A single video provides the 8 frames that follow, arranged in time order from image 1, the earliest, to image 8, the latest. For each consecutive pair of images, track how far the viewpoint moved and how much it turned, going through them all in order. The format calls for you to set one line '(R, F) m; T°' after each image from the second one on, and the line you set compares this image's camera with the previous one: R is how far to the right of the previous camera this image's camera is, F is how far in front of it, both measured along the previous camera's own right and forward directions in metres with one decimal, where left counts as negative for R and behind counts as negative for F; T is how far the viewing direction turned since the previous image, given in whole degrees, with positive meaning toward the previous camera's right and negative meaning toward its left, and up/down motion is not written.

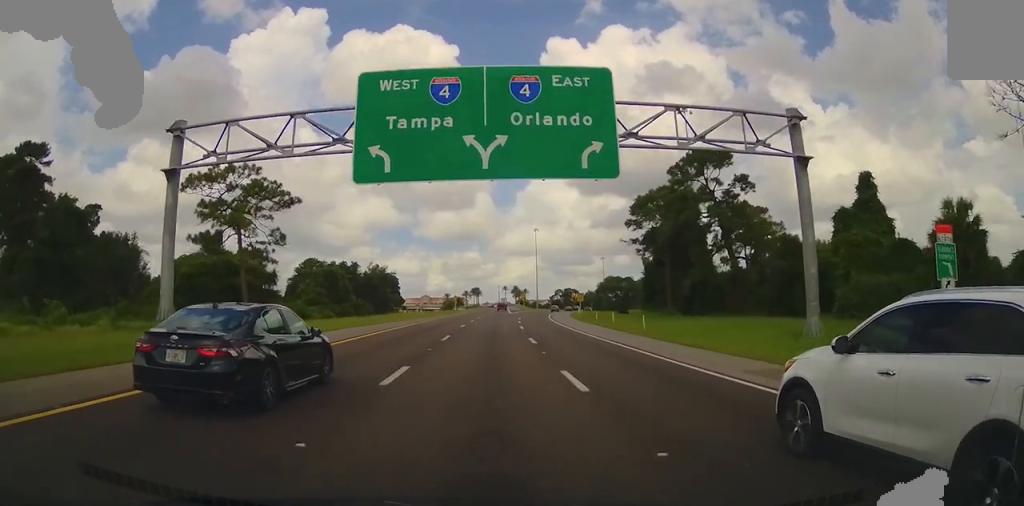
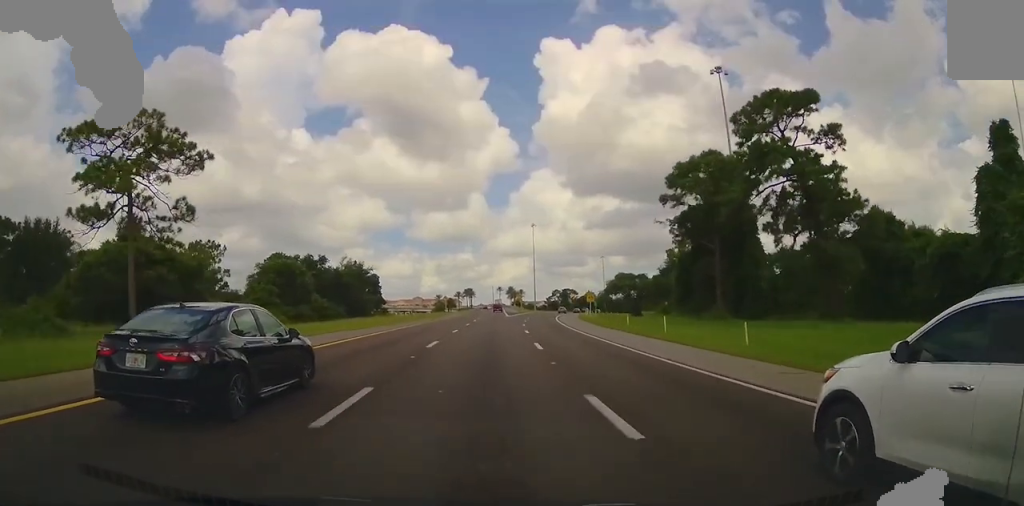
(+0.3, +16.5) m; 0°
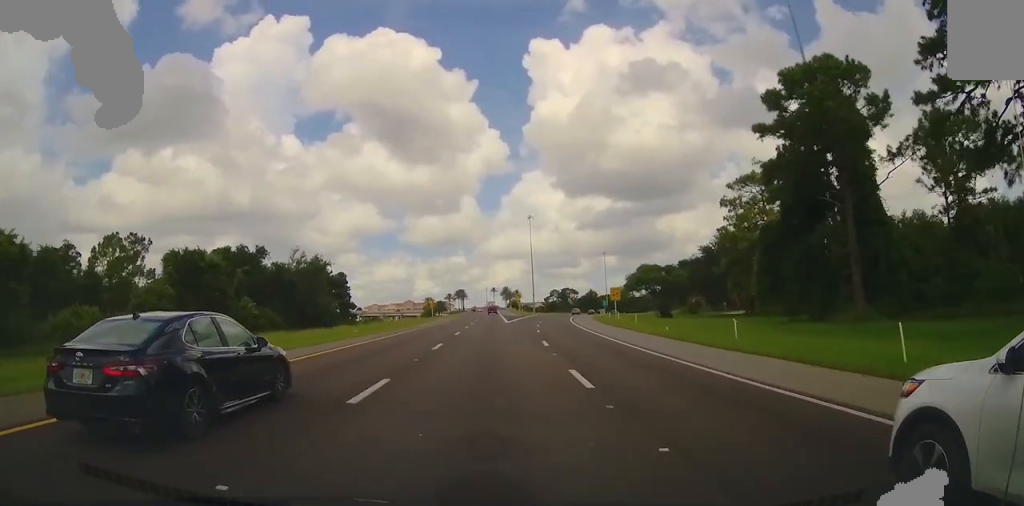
(-0.2, +21.3) m; 0°
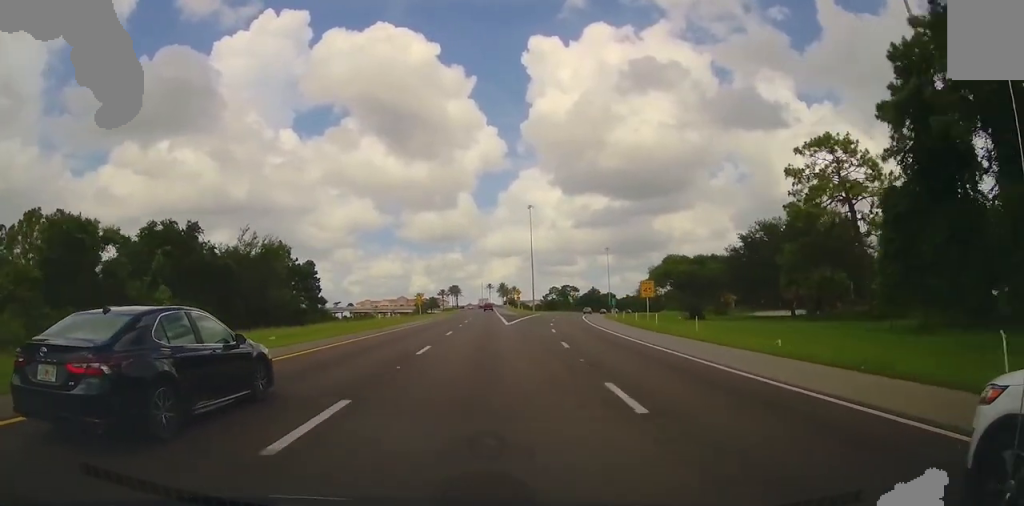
(0.0, +15.2) m; 0°
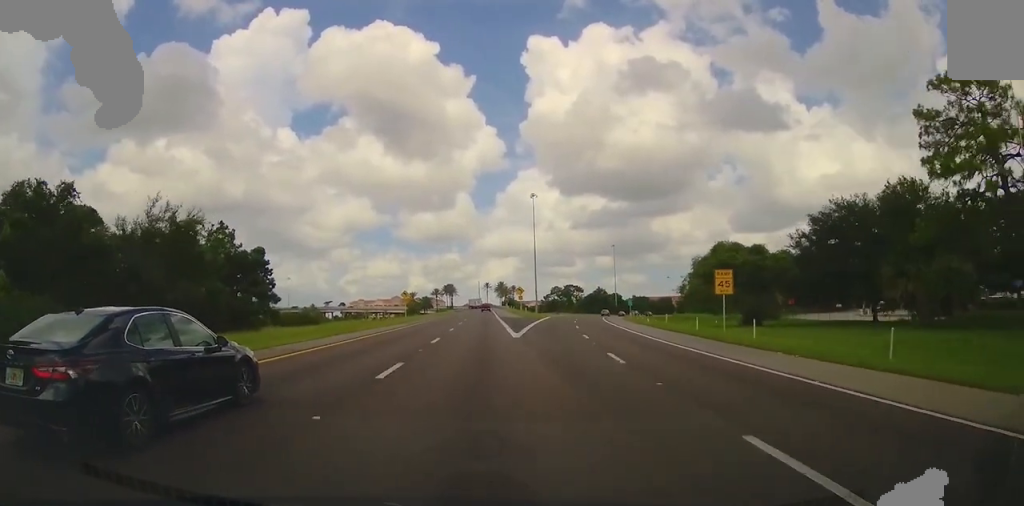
(+0.3, +17.7) m; +1°
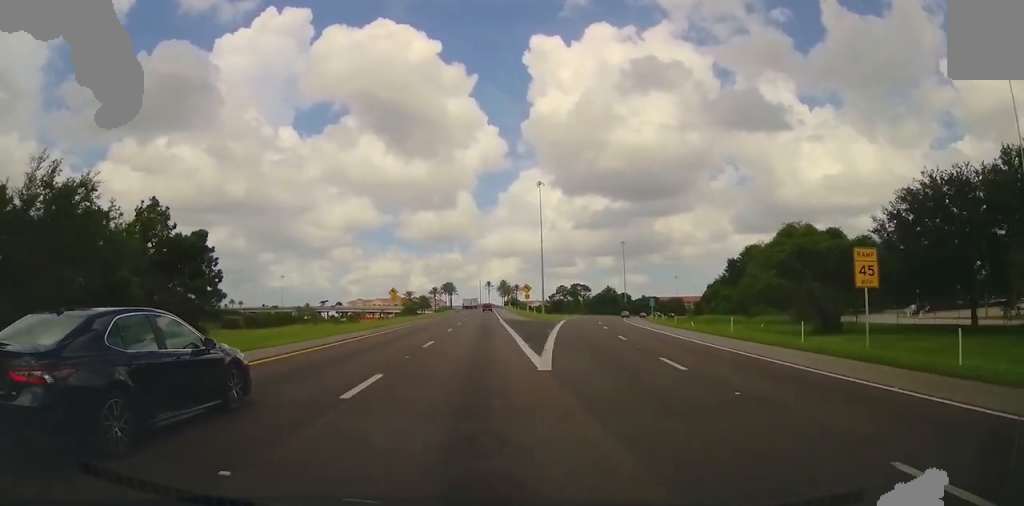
(+0.1, +14.1) m; 0°
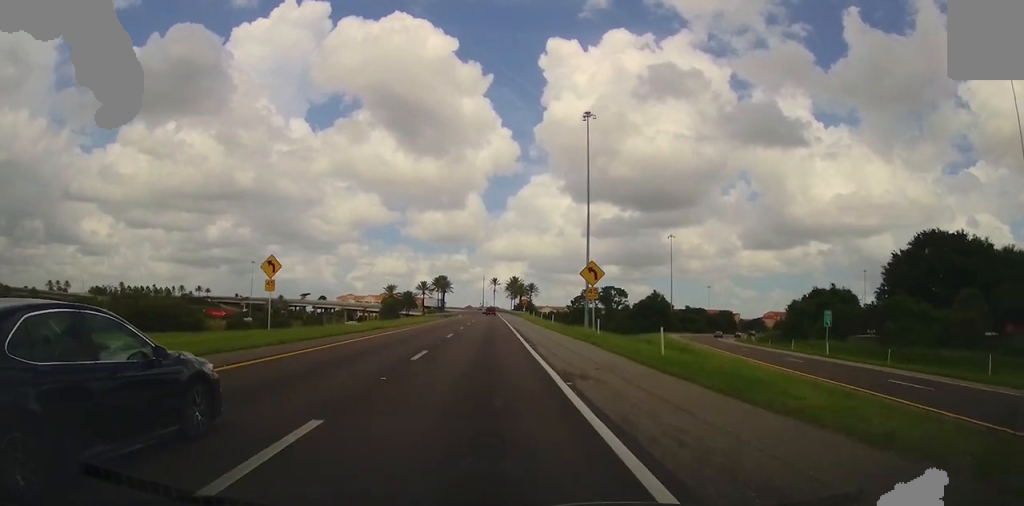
(0.0, +52.8) m; -1°
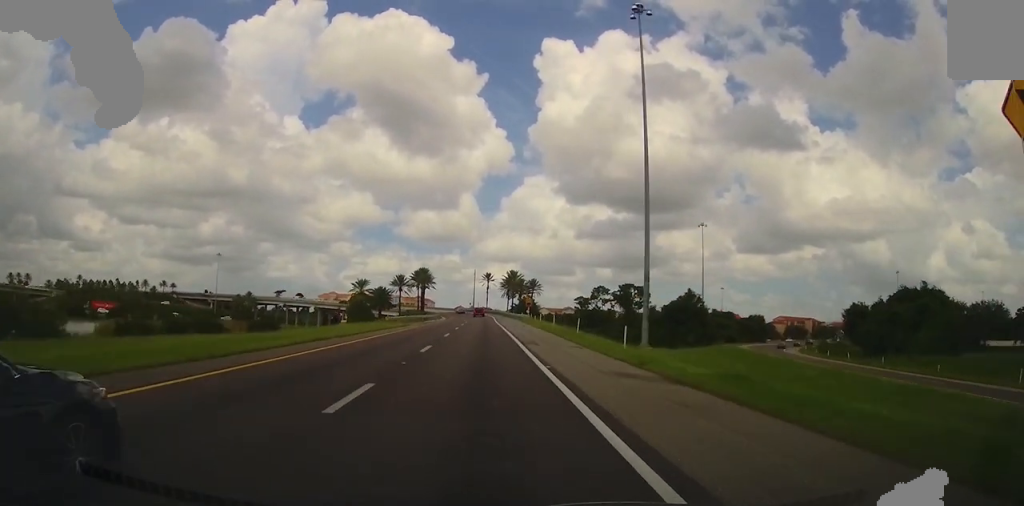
(-0.6, +32.0) m; -2°
